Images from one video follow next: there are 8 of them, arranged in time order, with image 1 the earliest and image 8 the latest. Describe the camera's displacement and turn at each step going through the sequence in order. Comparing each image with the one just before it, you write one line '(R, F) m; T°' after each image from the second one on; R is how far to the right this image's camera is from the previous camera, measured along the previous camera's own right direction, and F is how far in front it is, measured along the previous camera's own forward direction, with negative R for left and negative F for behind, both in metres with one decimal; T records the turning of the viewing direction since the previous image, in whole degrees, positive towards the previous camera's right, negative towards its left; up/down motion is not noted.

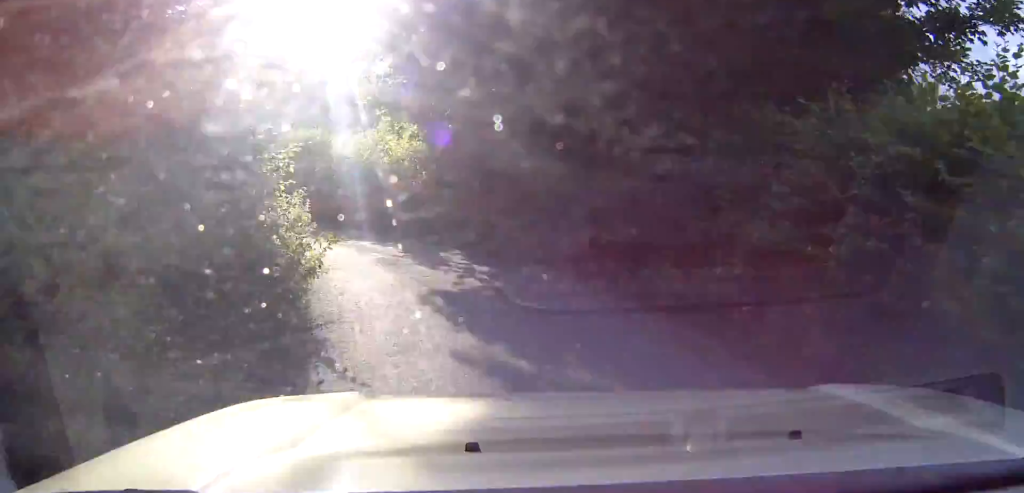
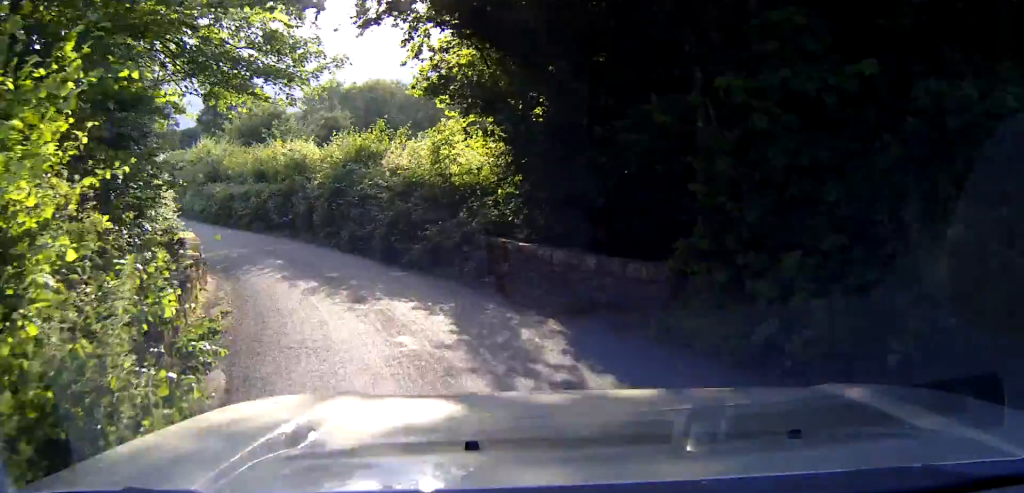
(-0.2, +6.0) m; -13°
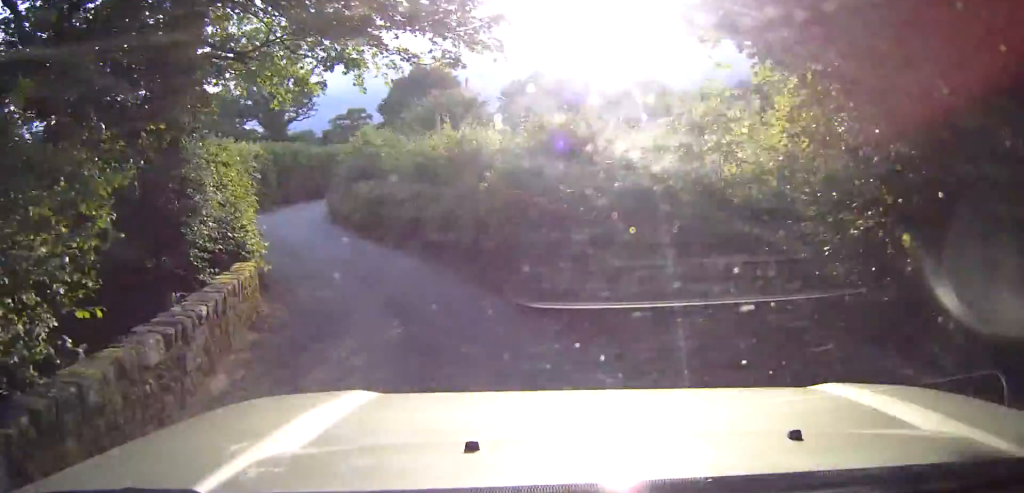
(-1.5, +6.9) m; -15°
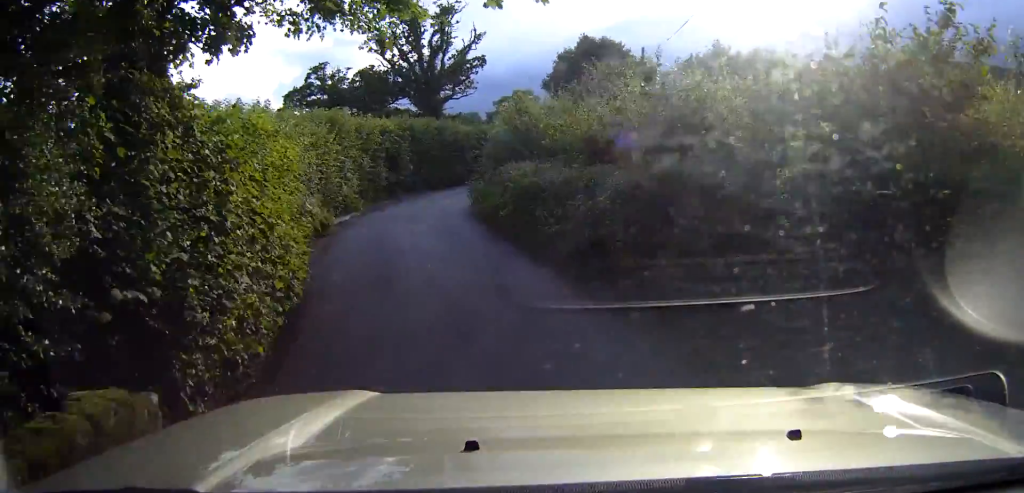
(-0.2, +6.3) m; -7°
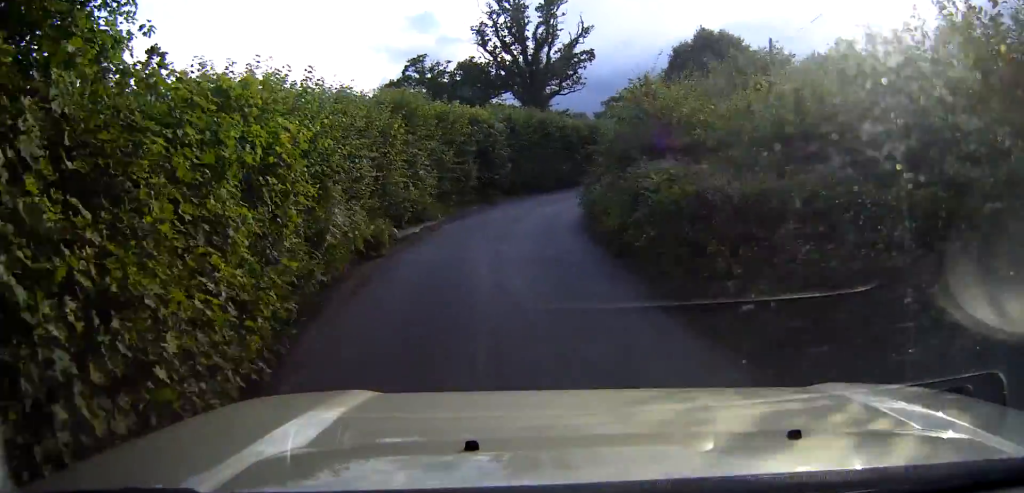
(-0.5, +5.0) m; -2°
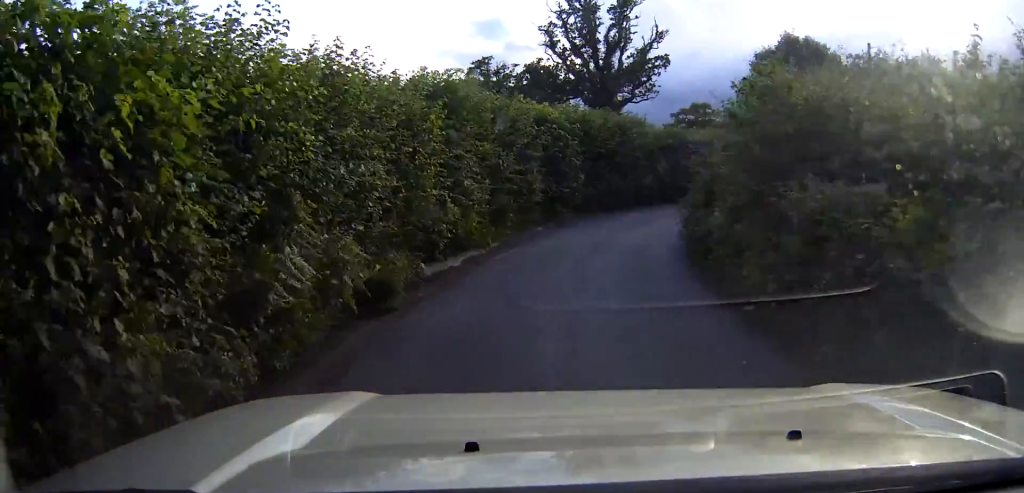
(-0.1, +4.6) m; +2°
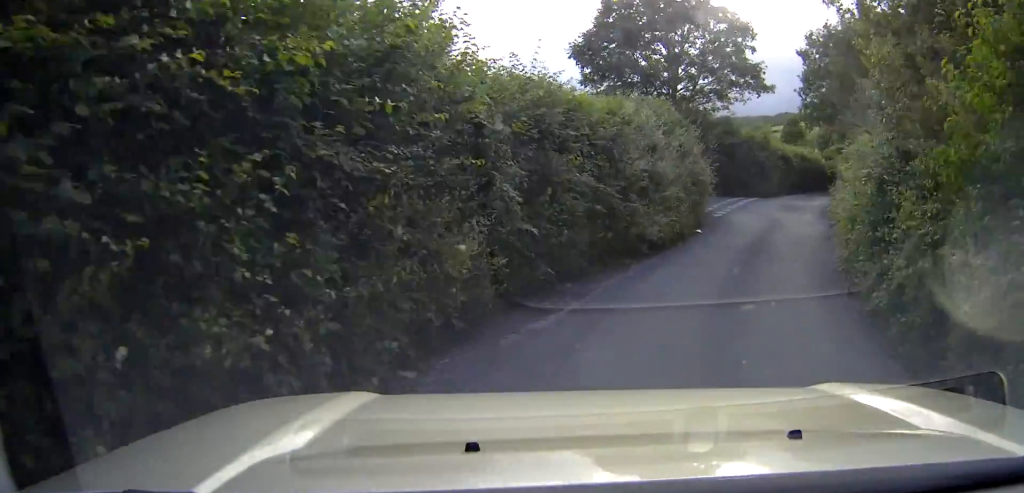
(+6.1, +21.5) m; +31°
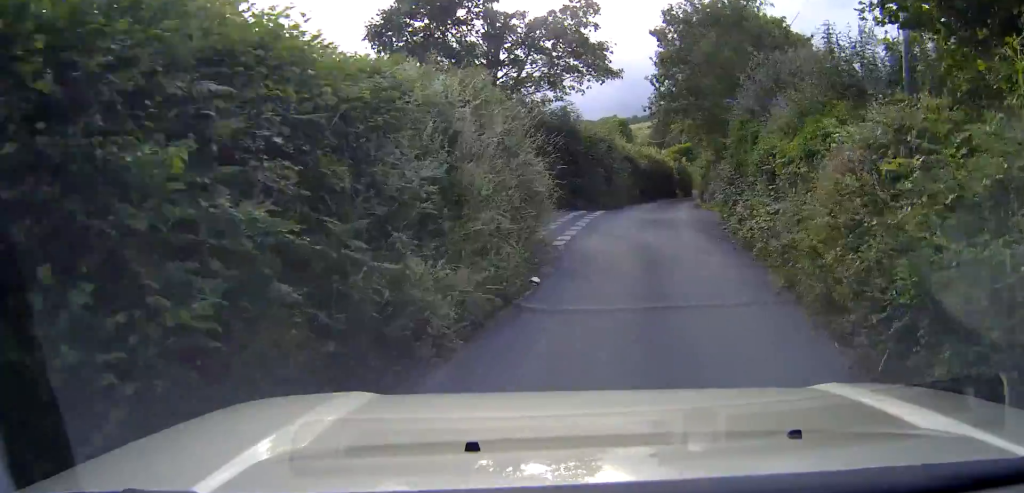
(+0.4, +7.6) m; +4°
